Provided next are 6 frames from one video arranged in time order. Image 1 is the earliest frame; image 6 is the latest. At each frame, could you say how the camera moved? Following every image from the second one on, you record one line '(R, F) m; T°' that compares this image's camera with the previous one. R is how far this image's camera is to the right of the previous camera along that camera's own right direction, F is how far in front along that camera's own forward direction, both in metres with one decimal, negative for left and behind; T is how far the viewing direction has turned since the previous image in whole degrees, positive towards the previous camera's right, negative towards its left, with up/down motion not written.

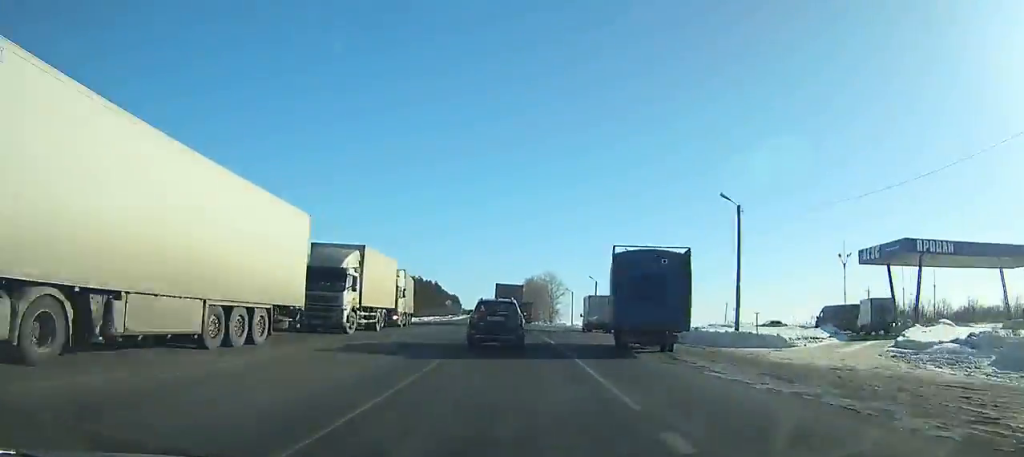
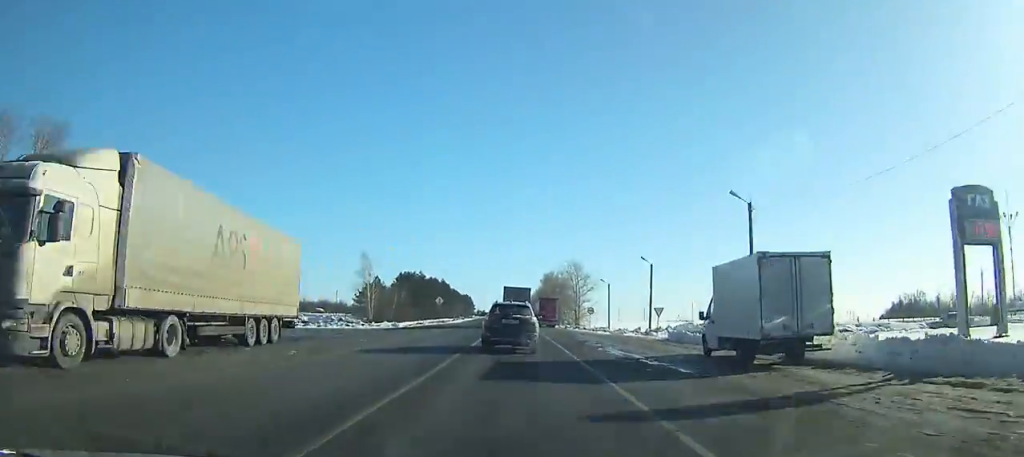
(-0.1, +31.8) m; -1°
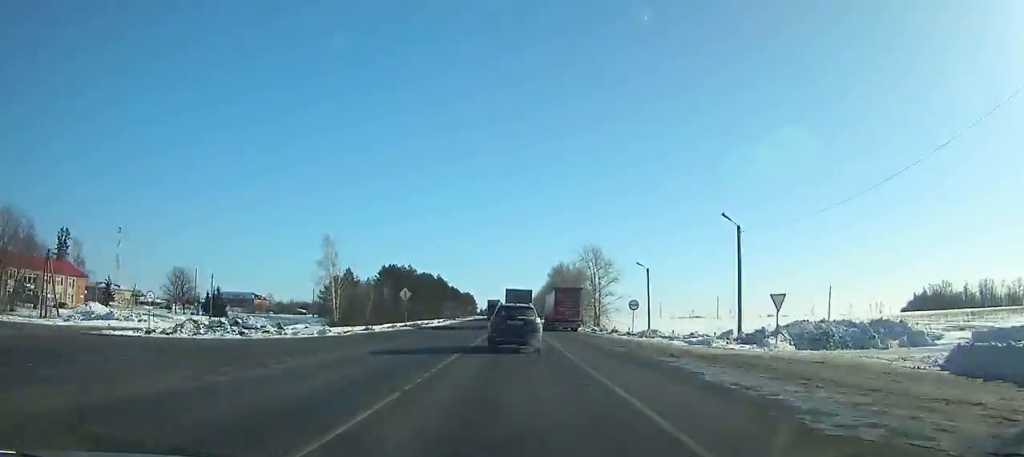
(-0.3, +27.0) m; -1°
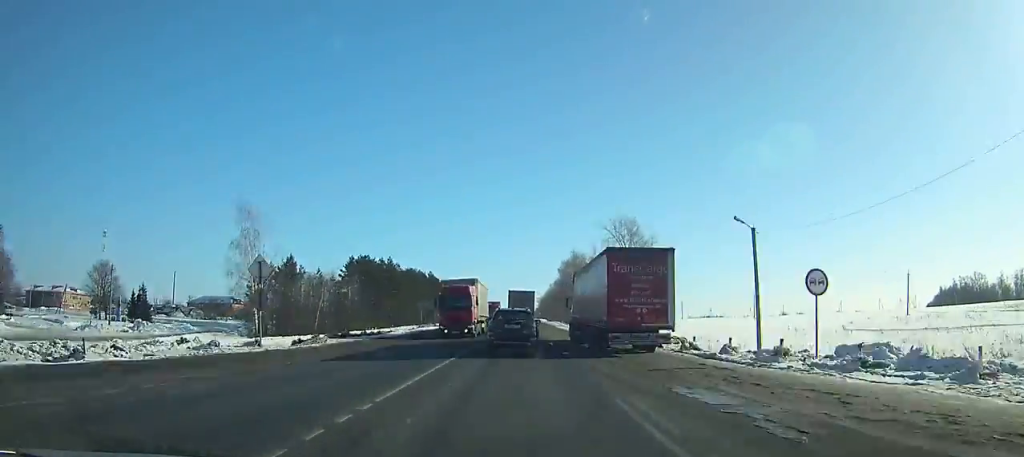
(-0.2, +30.6) m; -1°
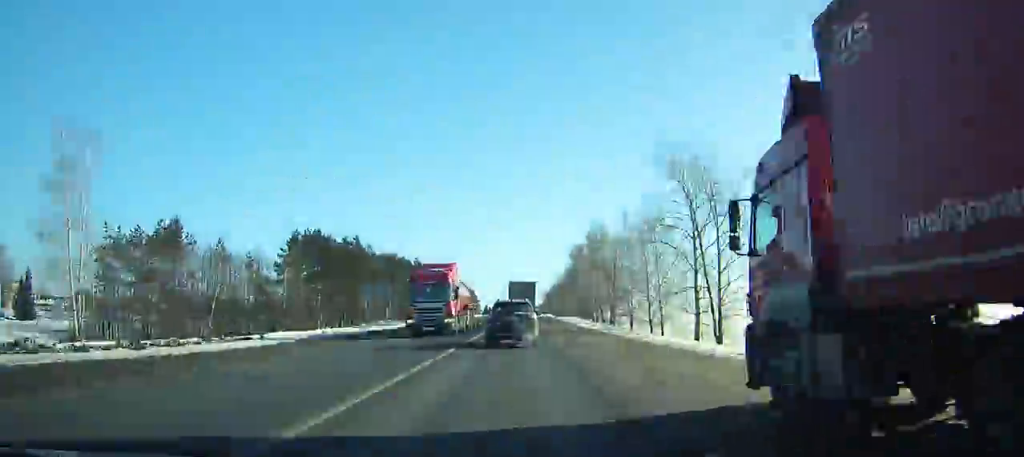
(-0.1, +29.6) m; -1°
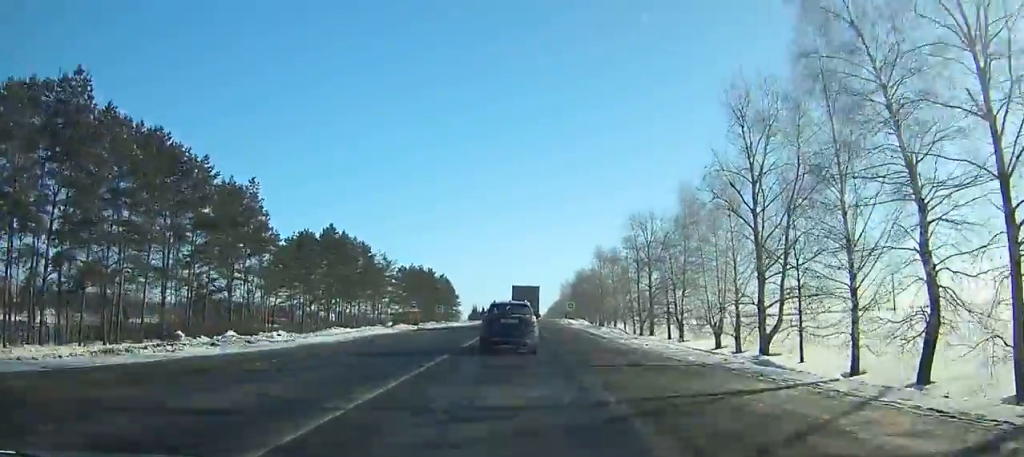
(-1.6, +128.0) m; -1°
